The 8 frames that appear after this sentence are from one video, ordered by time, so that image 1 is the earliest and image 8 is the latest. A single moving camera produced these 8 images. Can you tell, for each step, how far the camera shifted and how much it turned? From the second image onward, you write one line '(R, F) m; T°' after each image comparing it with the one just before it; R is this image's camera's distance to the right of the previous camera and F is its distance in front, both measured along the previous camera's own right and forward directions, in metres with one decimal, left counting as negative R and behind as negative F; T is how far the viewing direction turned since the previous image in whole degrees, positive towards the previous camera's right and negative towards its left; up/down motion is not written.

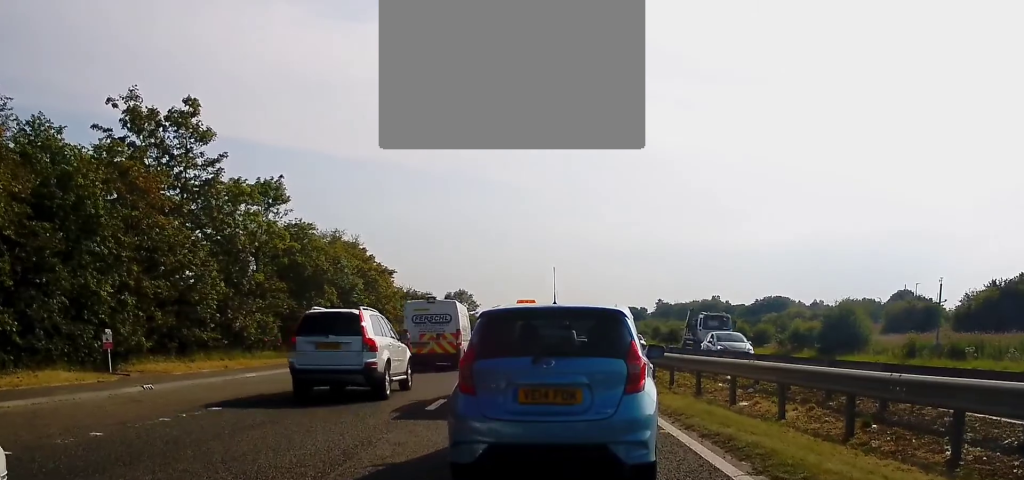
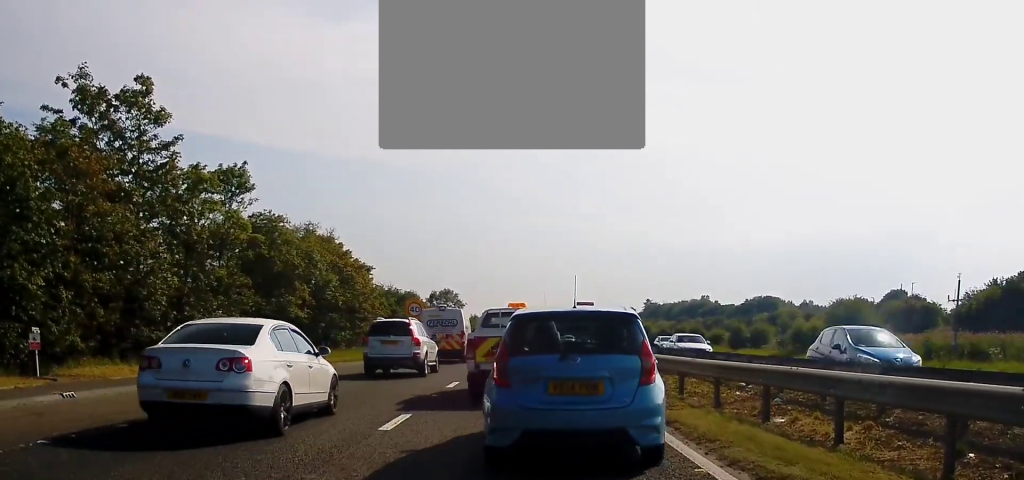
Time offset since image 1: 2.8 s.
(-0.4, +3.1) m; 0°
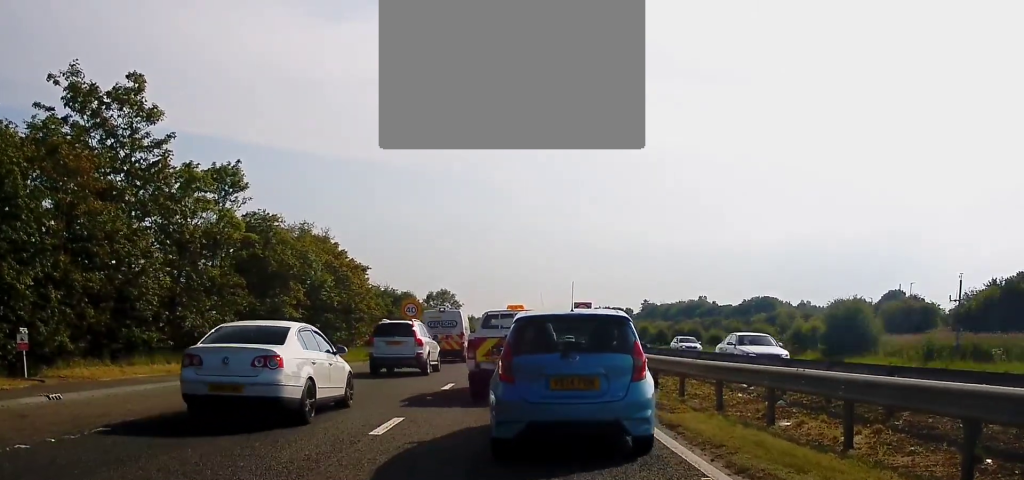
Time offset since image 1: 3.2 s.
(0.0, +0.5) m; 0°
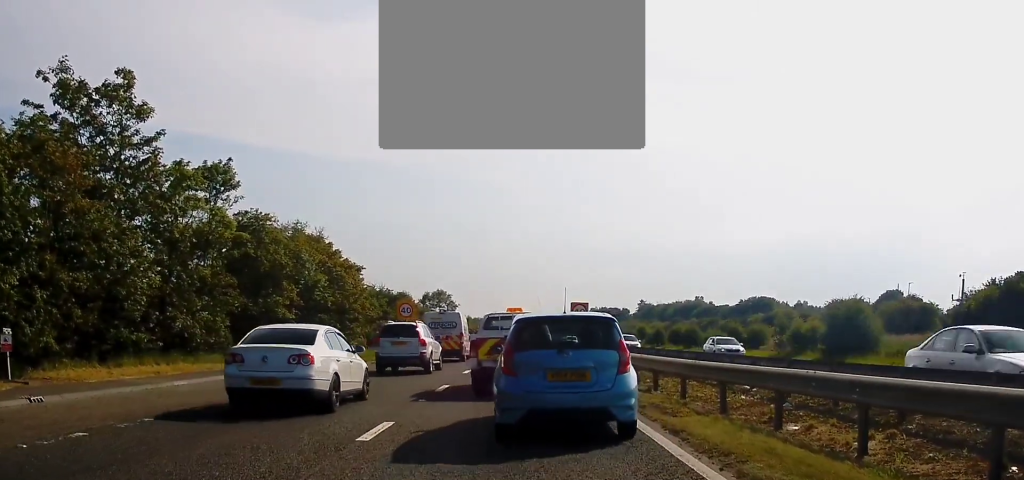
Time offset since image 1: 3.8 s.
(0.0, +0.7) m; 0°
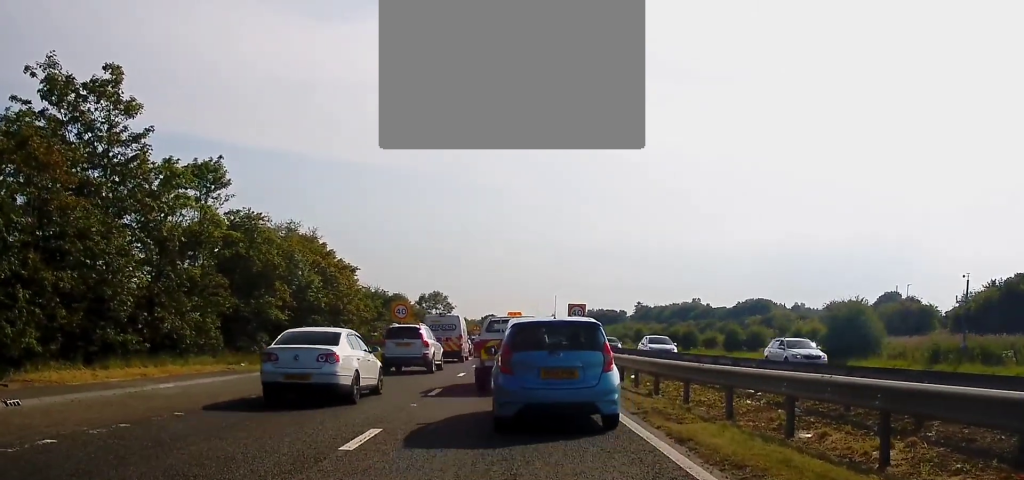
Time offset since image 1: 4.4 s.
(0.0, +0.8) m; +1°
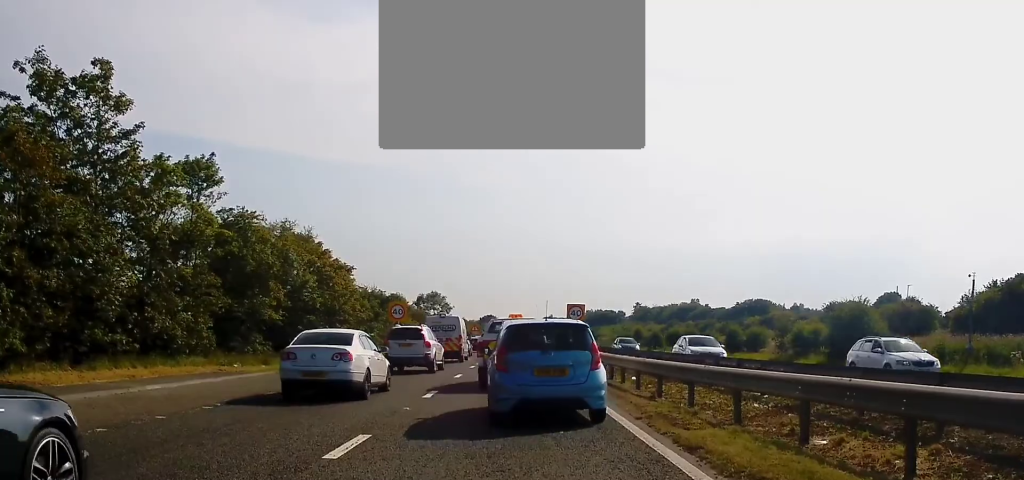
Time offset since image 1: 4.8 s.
(0.0, +0.8) m; -1°
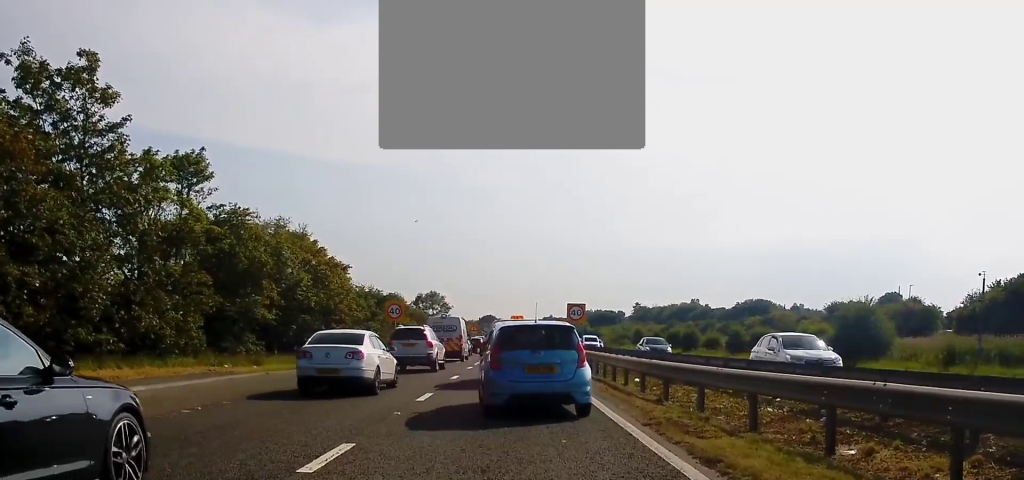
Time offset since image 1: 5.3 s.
(0.0, +0.9) m; -2°
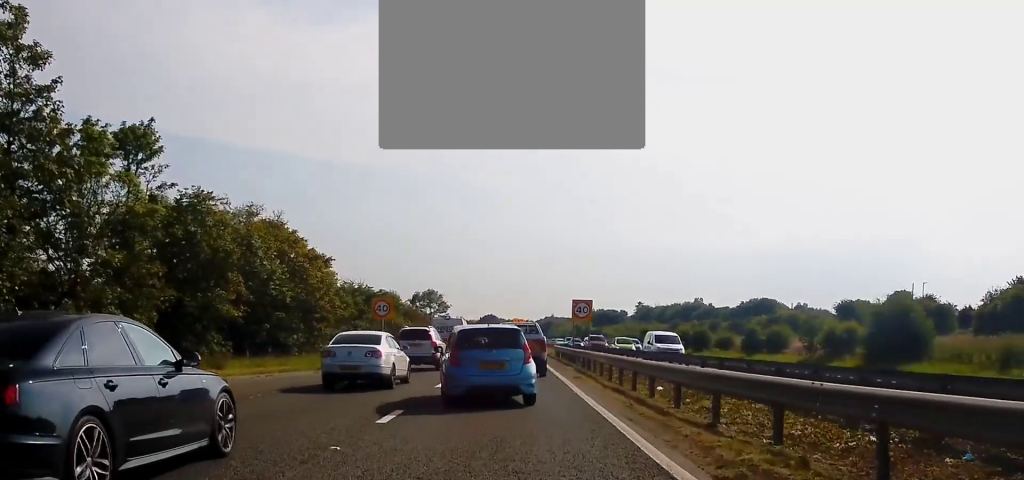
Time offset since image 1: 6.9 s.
(-0.2, +4.5) m; -4°
